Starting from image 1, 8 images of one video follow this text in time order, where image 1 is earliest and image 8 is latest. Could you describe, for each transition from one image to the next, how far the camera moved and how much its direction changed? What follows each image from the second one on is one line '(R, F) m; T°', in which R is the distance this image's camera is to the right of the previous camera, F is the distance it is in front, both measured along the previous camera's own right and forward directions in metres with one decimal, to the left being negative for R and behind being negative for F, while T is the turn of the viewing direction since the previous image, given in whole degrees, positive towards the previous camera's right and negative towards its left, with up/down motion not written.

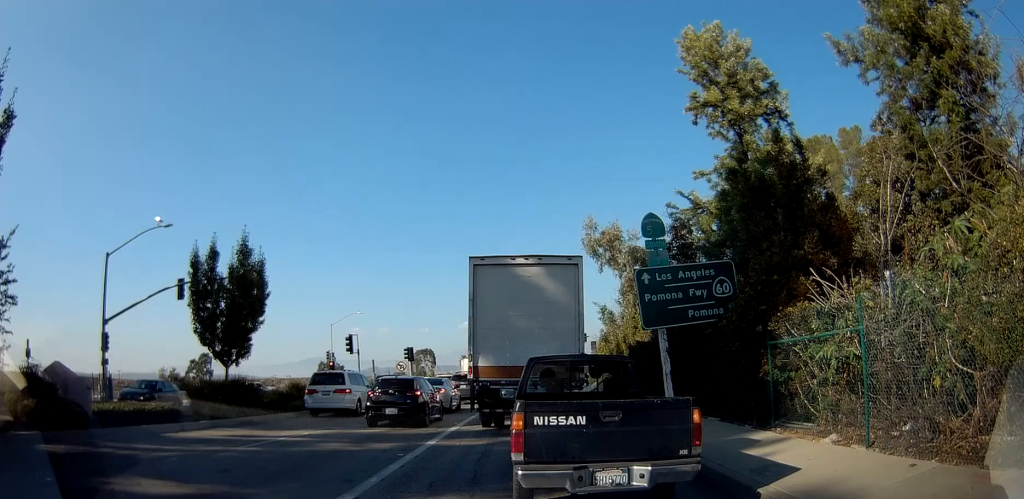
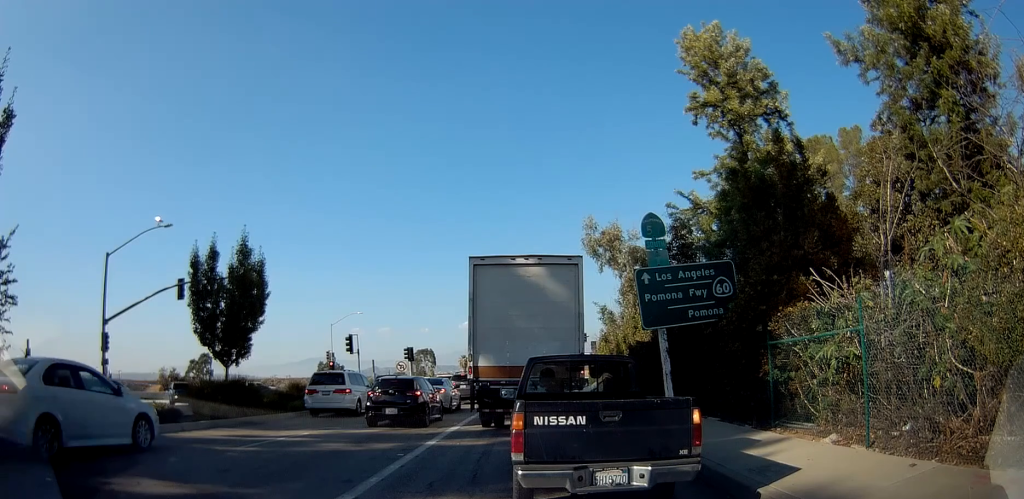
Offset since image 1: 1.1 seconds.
(0.0, 0.0) m; 0°
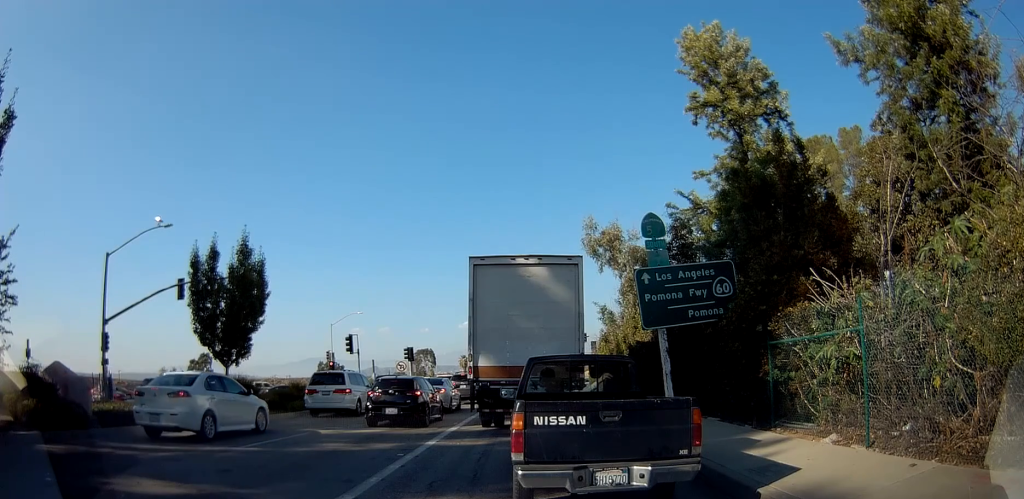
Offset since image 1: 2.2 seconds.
(0.0, 0.0) m; 0°
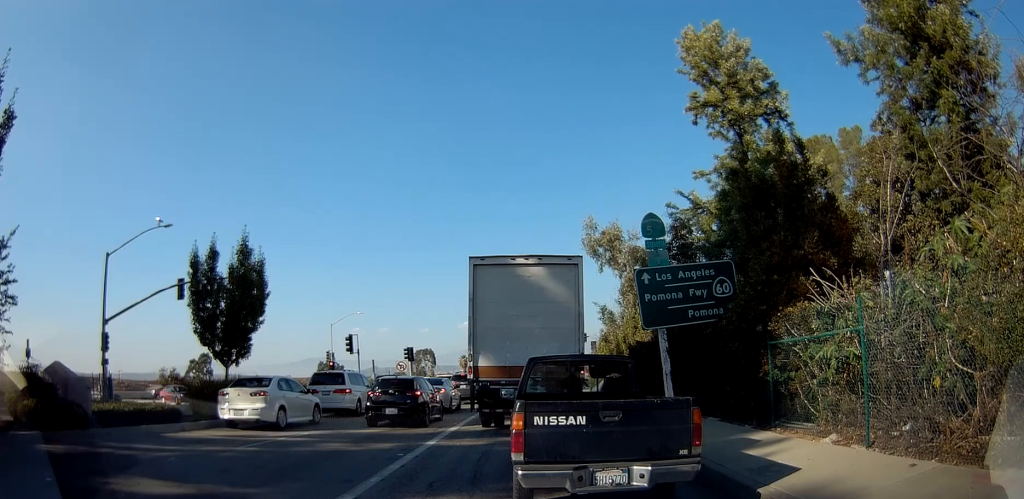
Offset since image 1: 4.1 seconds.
(0.0, 0.0) m; 0°
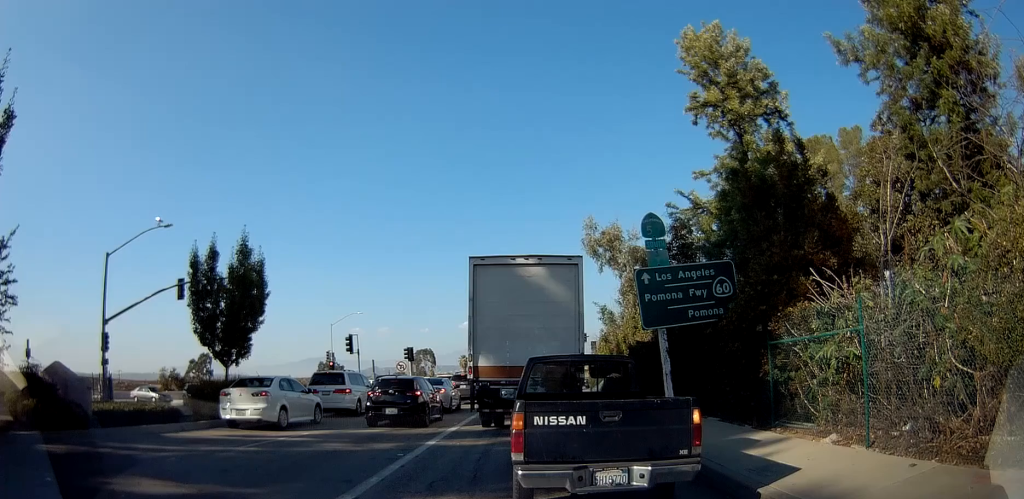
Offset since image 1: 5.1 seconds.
(0.0, 0.0) m; 0°
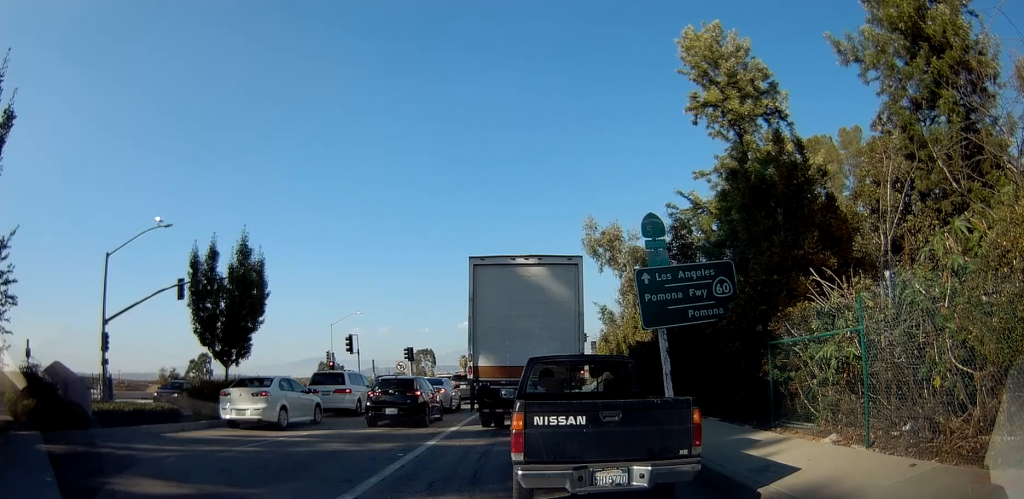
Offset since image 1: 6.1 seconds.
(0.0, 0.0) m; 0°
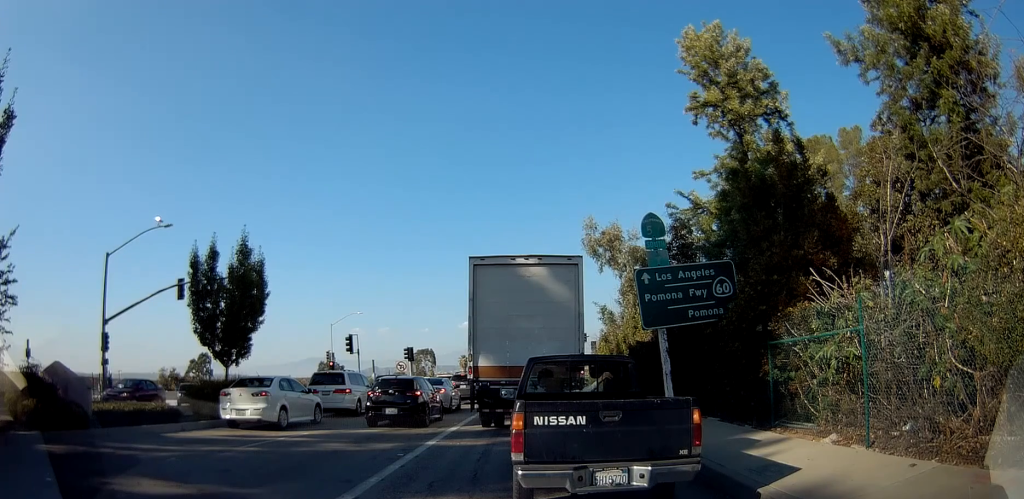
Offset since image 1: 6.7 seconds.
(0.0, 0.0) m; 0°
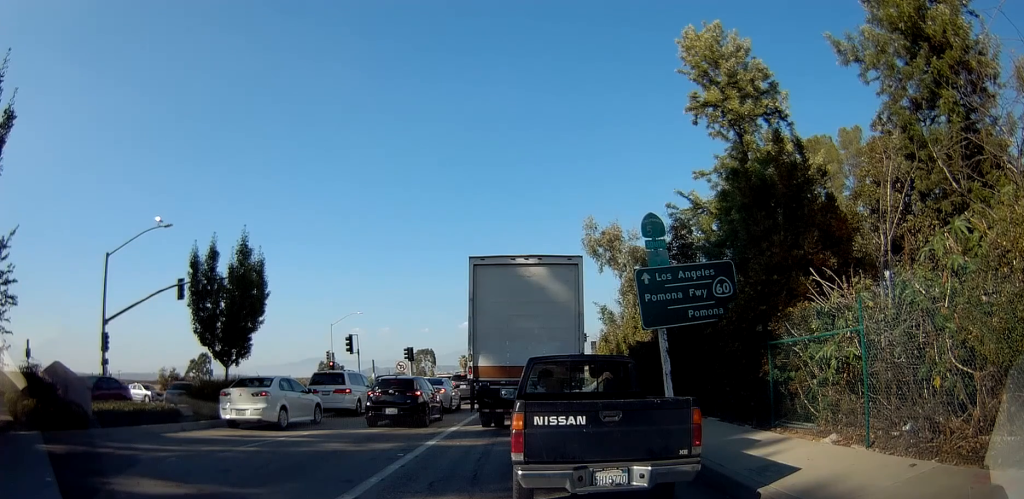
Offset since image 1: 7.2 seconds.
(0.0, 0.0) m; 0°
